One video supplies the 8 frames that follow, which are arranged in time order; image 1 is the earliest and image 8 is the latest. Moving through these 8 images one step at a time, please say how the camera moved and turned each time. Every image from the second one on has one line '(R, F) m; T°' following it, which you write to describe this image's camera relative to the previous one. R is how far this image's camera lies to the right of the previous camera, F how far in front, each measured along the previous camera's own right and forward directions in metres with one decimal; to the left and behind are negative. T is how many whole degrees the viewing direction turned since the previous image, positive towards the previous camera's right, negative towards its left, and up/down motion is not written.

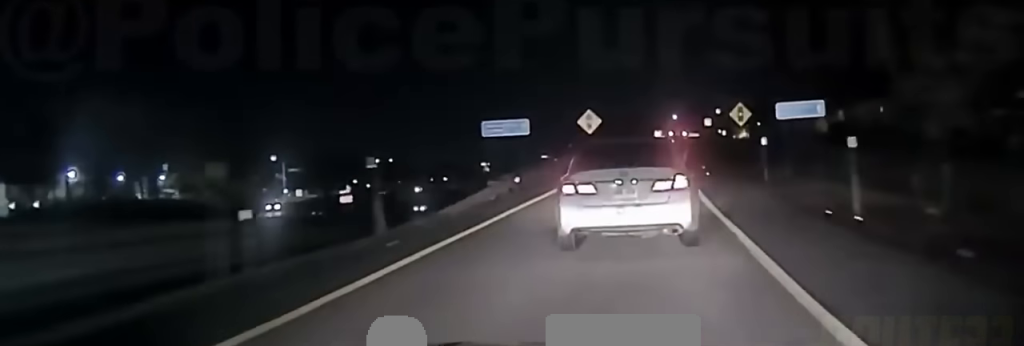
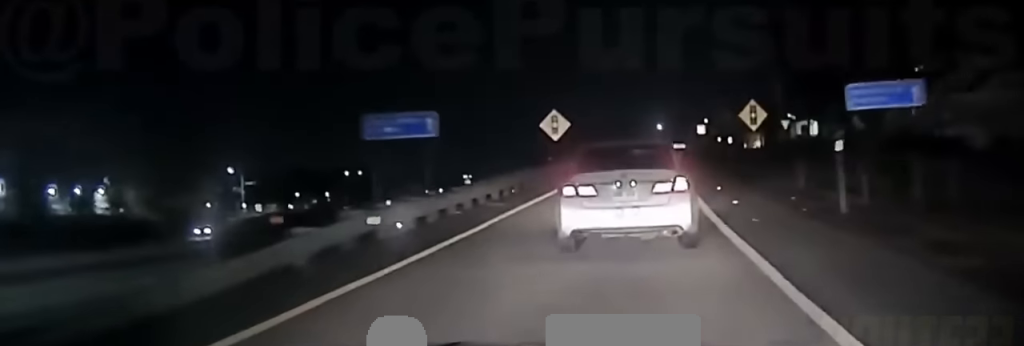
(-0.1, +16.9) m; 0°
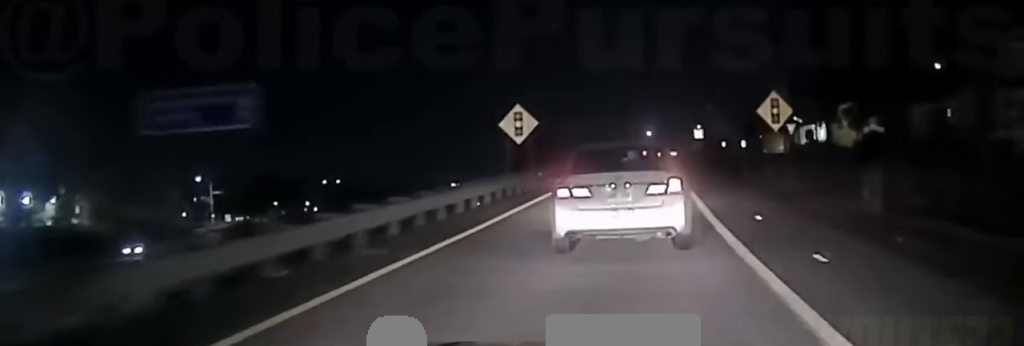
(+0.1, +10.6) m; +1°
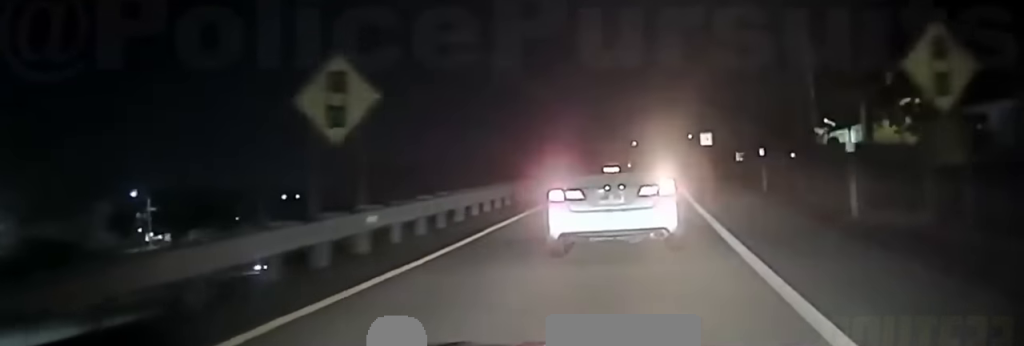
(+0.2, +21.8) m; +1°
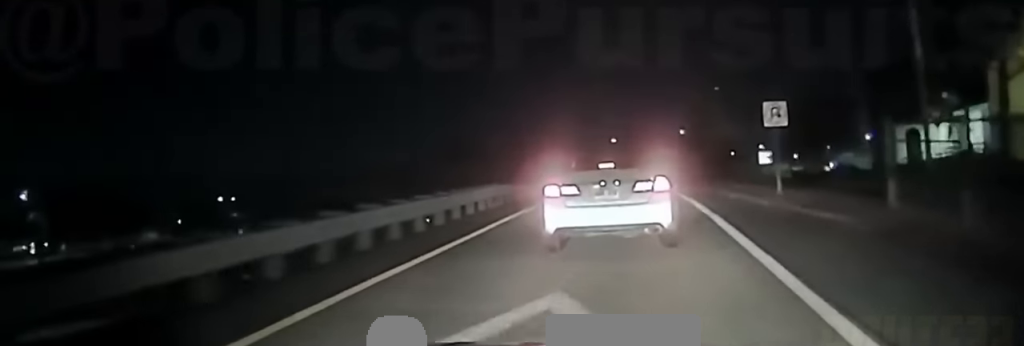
(+0.2, +30.4) m; 0°
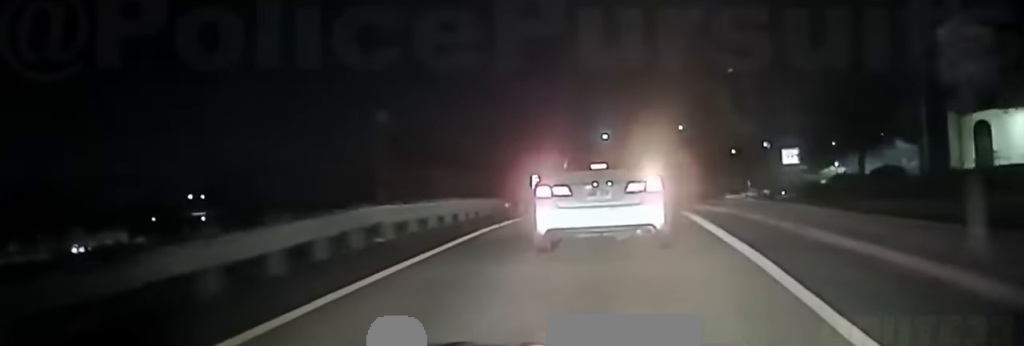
(-0.1, +12.4) m; -1°
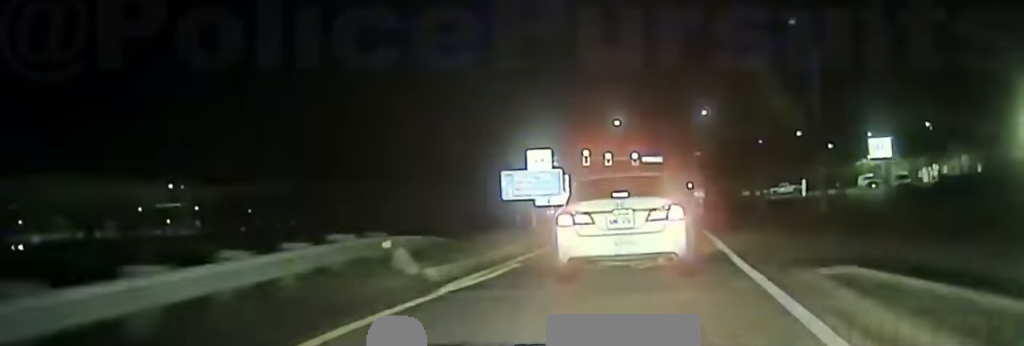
(-0.1, +18.5) m; 0°
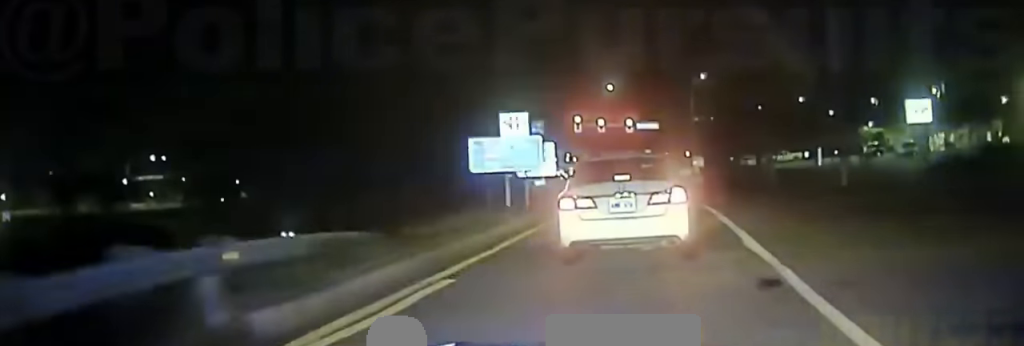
(0.0, +6.8) m; +1°
